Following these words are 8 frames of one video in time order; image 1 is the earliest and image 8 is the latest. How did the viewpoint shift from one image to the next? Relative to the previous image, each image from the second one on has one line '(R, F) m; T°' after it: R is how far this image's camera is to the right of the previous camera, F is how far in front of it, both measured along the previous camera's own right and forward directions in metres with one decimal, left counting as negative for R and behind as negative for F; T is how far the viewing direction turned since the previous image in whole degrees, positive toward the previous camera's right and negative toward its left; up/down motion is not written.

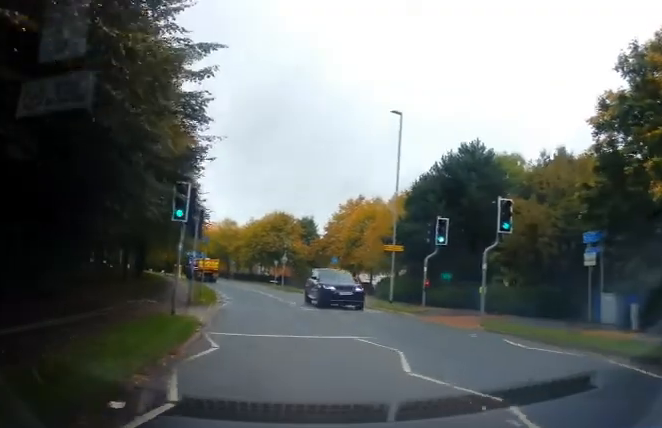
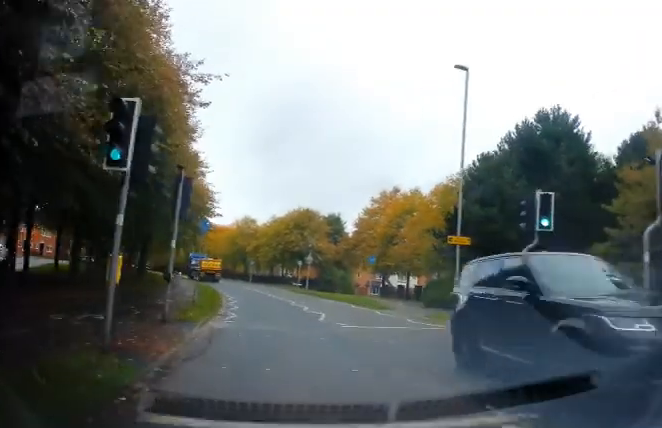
(0.0, +6.2) m; -1°
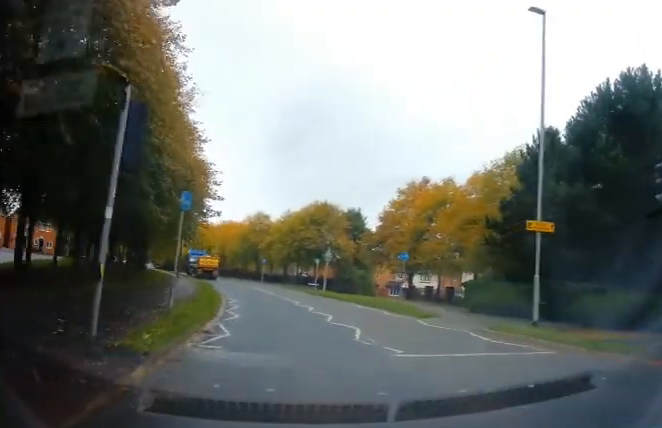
(+0.3, +5.5) m; -1°
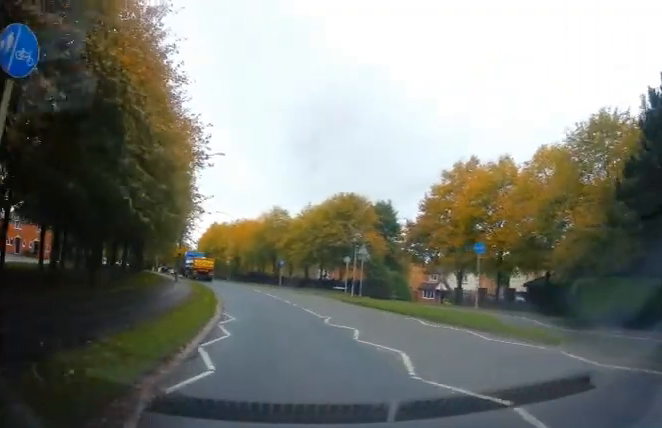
(-0.4, +7.7) m; -6°
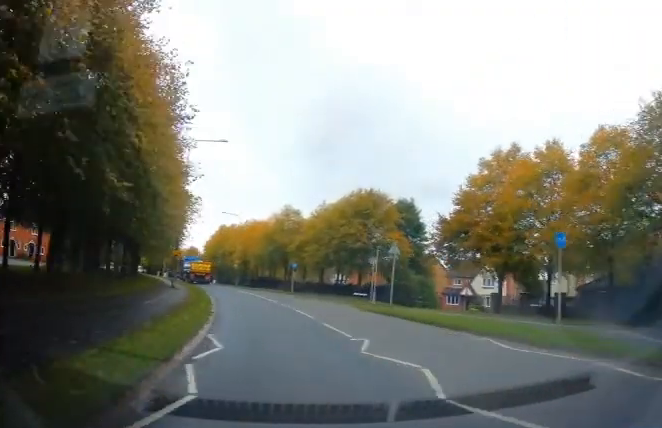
(-0.3, +5.2) m; -2°
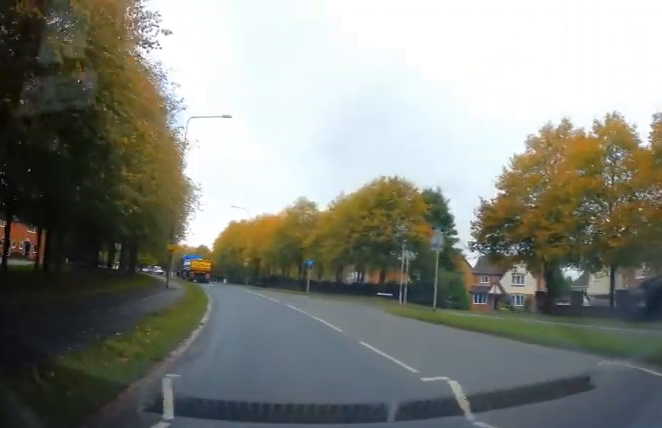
(-0.1, +4.9) m; -2°
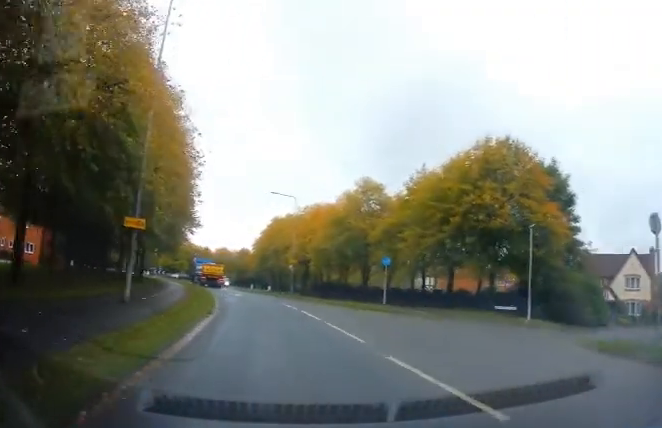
(0.0, +13.8) m; -2°
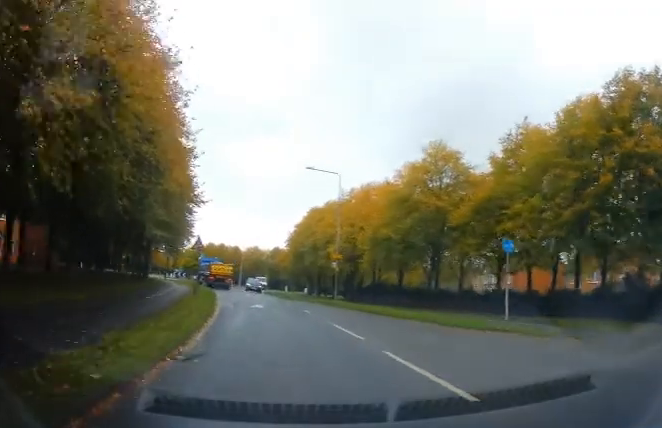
(-0.4, +10.7) m; -7°
